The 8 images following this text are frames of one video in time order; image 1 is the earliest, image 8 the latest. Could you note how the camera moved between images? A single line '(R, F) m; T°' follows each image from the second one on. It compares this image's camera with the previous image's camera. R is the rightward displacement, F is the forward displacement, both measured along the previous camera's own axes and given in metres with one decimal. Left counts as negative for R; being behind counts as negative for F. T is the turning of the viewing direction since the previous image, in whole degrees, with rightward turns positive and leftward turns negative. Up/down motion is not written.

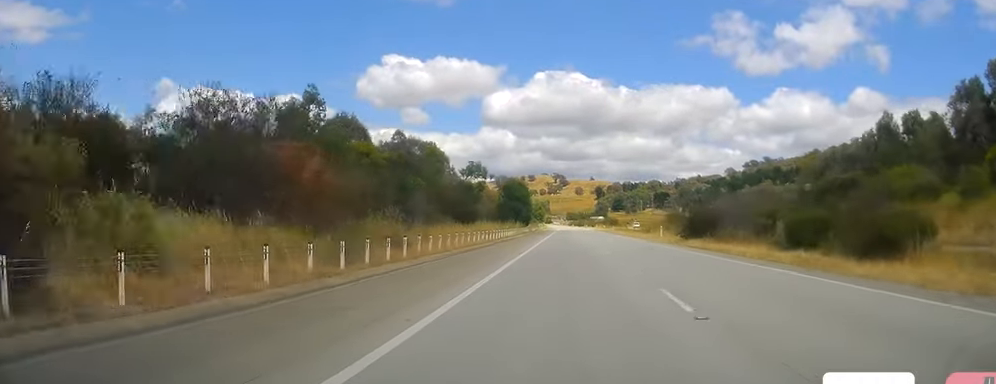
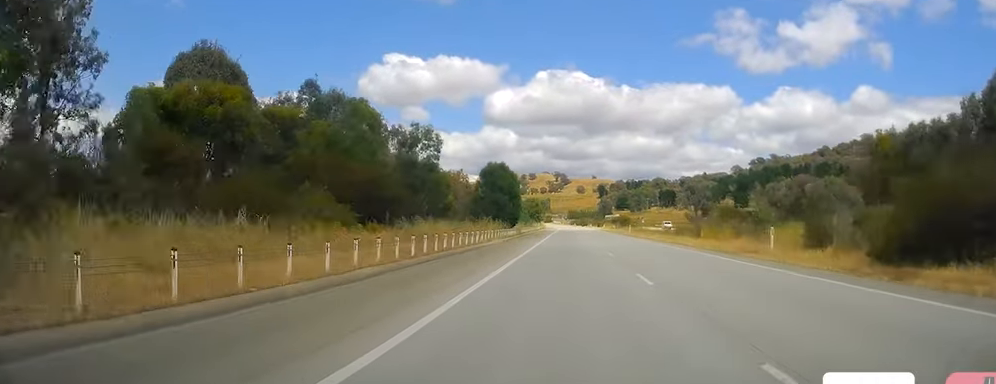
(0.0, +31.1) m; +1°
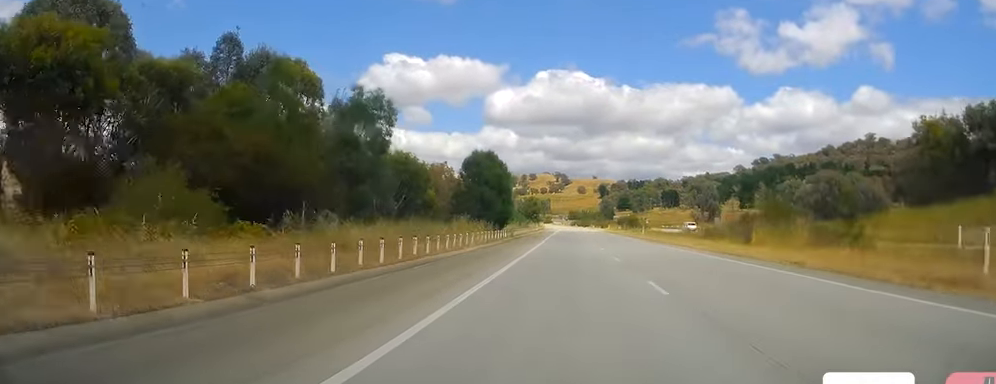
(-0.1, +14.5) m; 0°
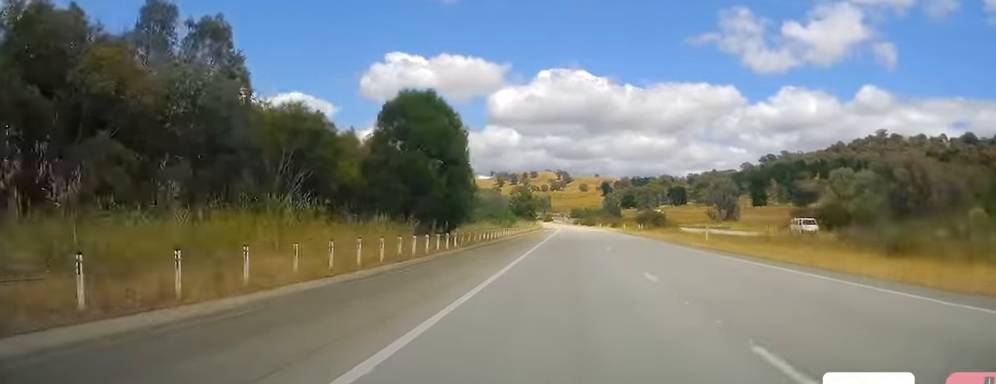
(+0.4, +31.8) m; 0°
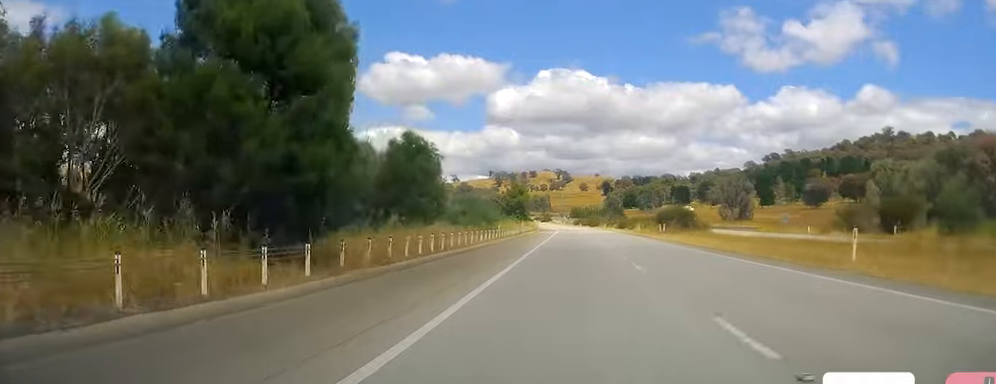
(-0.3, +21.4) m; -1°
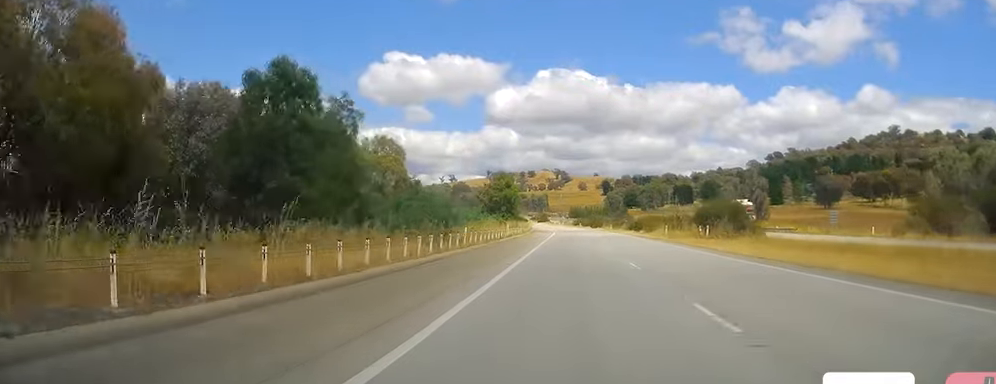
(0.0, +22.3) m; 0°
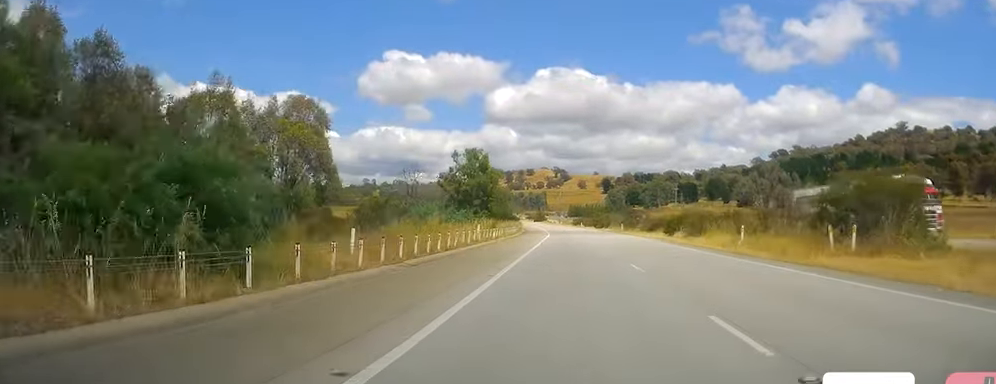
(0.0, +25.1) m; 0°
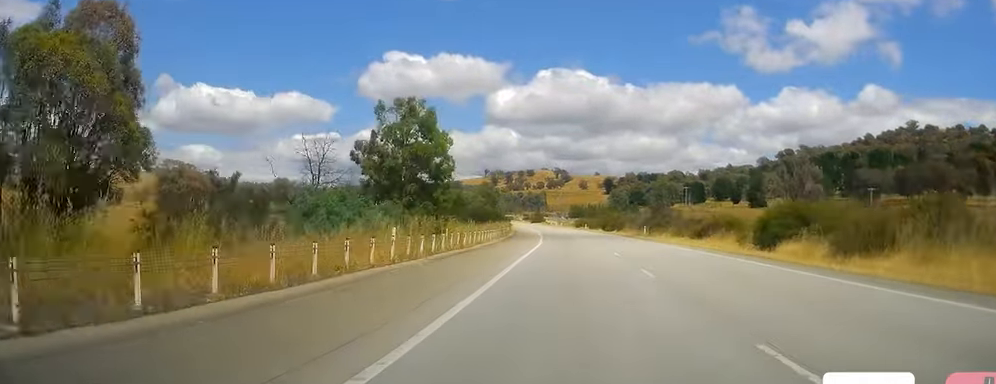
(0.0, +26.1) m; 0°
